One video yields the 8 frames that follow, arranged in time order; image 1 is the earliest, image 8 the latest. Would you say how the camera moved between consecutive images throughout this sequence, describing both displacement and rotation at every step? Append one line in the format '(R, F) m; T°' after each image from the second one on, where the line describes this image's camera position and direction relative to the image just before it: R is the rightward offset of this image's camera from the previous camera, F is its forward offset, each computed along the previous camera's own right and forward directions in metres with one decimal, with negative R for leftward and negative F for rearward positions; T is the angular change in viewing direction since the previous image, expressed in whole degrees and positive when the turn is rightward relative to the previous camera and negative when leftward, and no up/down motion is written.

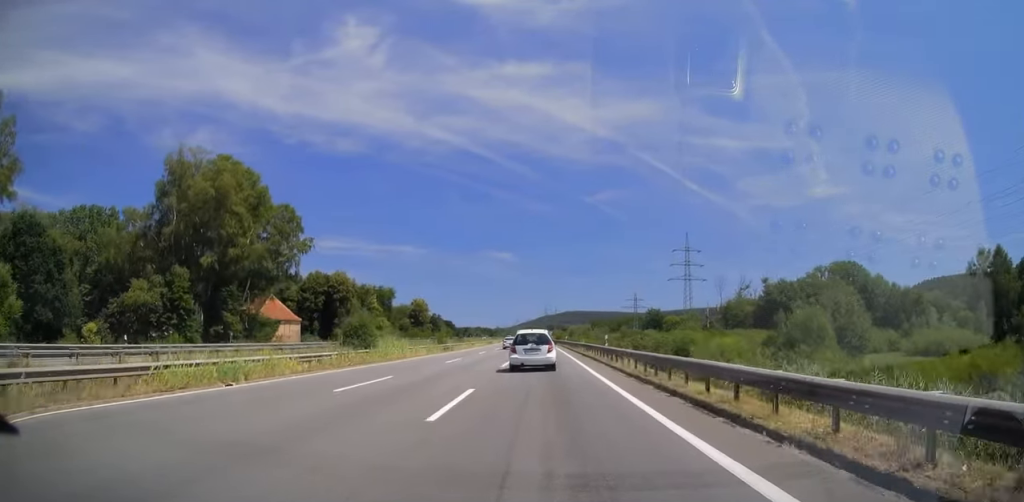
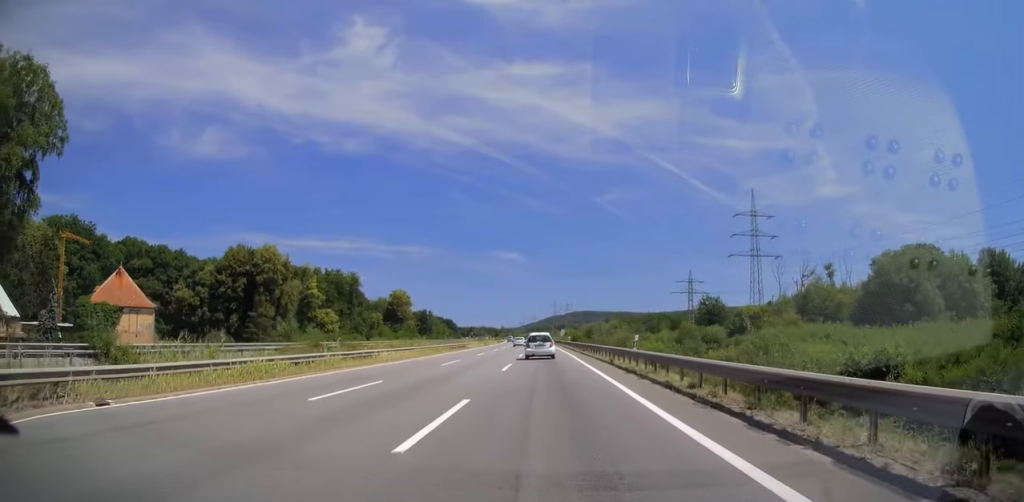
(-0.3, +56.8) m; -1°
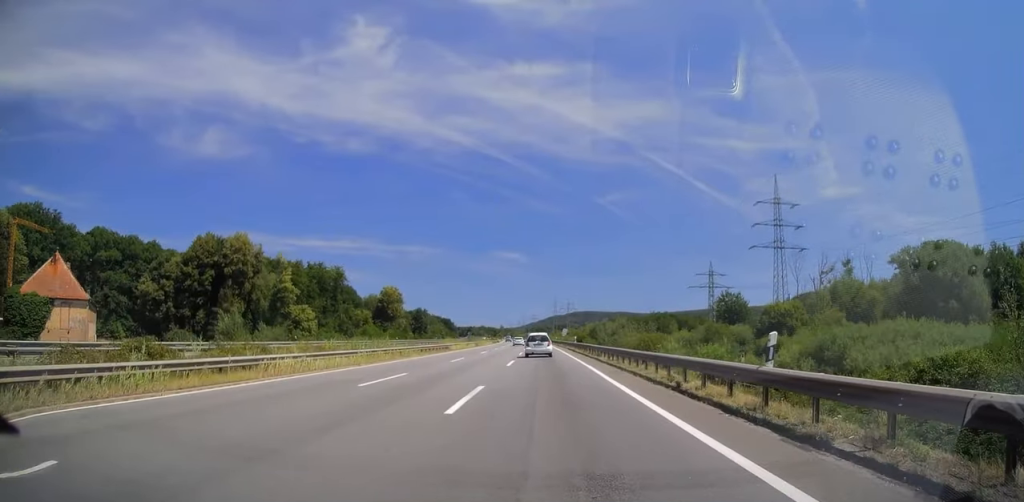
(-0.1, +14.3) m; 0°
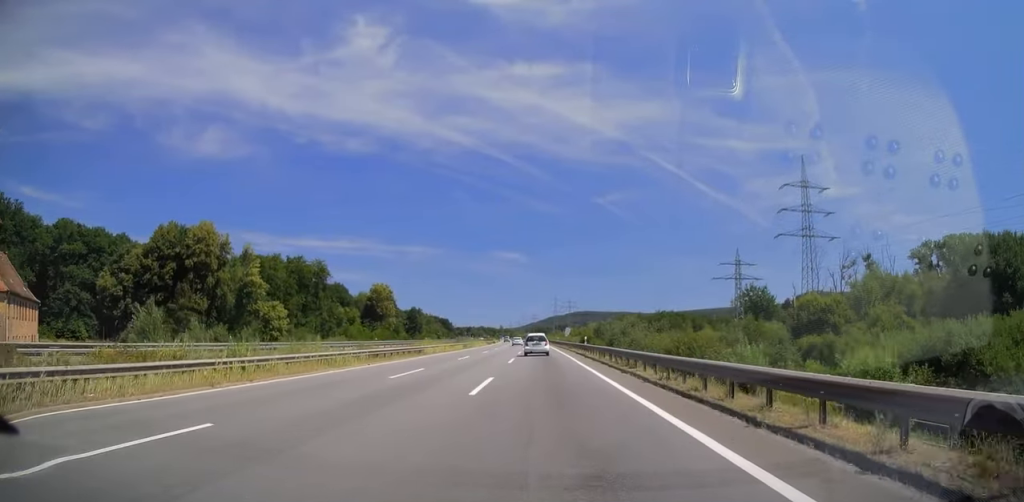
(0.0, +14.3) m; 0°
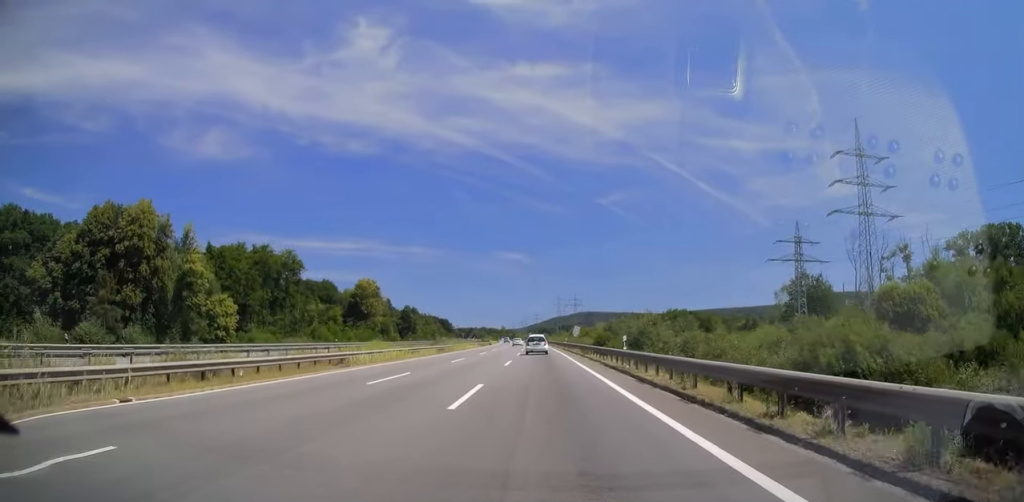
(0.0, +20.8) m; 0°
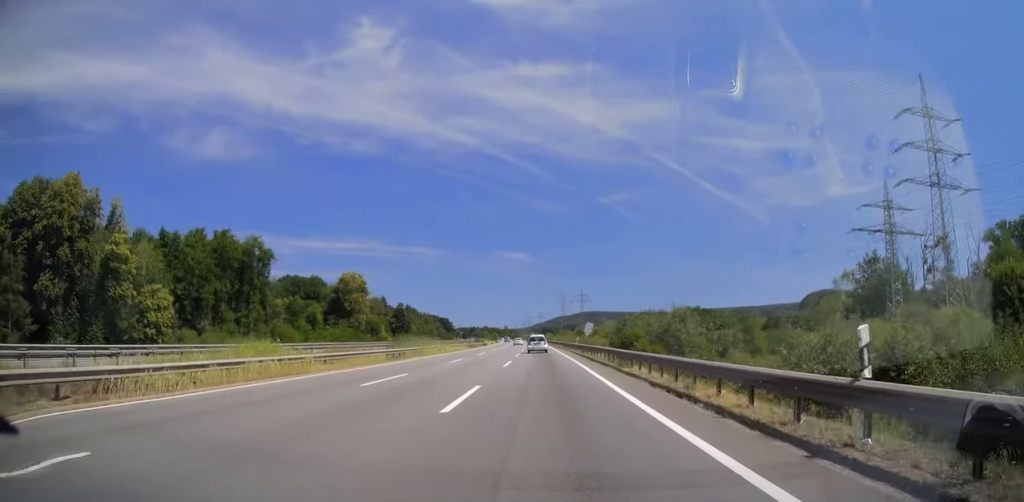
(0.0, +18.8) m; -1°
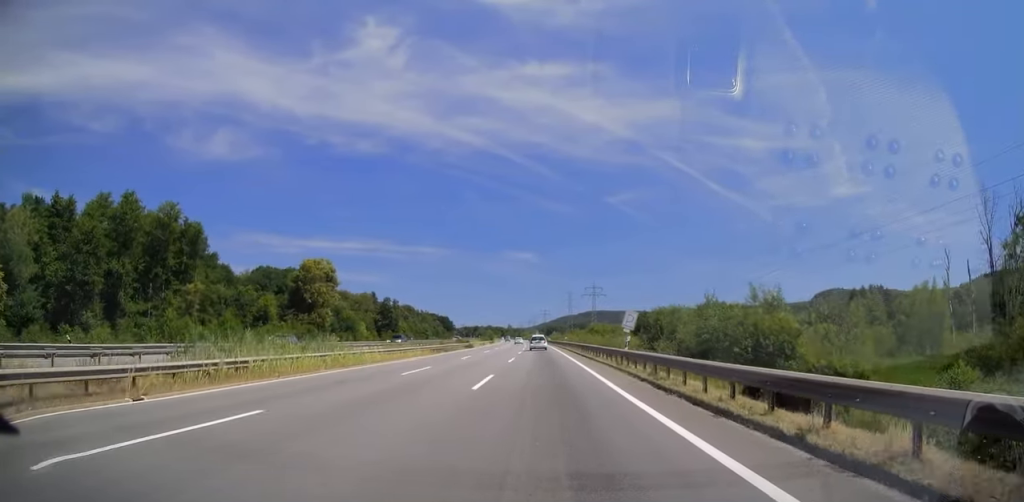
(-0.4, +31.1) m; 0°
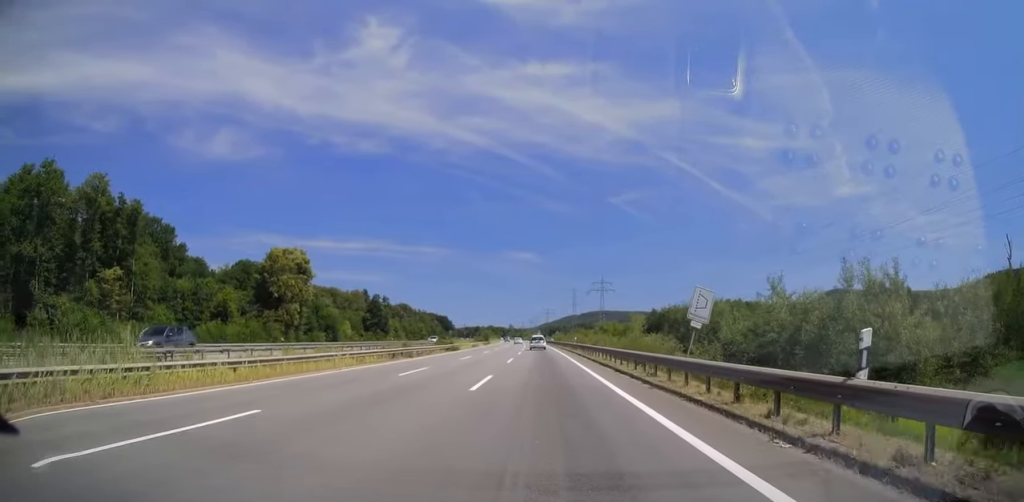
(+0.1, +18.3) m; 0°
